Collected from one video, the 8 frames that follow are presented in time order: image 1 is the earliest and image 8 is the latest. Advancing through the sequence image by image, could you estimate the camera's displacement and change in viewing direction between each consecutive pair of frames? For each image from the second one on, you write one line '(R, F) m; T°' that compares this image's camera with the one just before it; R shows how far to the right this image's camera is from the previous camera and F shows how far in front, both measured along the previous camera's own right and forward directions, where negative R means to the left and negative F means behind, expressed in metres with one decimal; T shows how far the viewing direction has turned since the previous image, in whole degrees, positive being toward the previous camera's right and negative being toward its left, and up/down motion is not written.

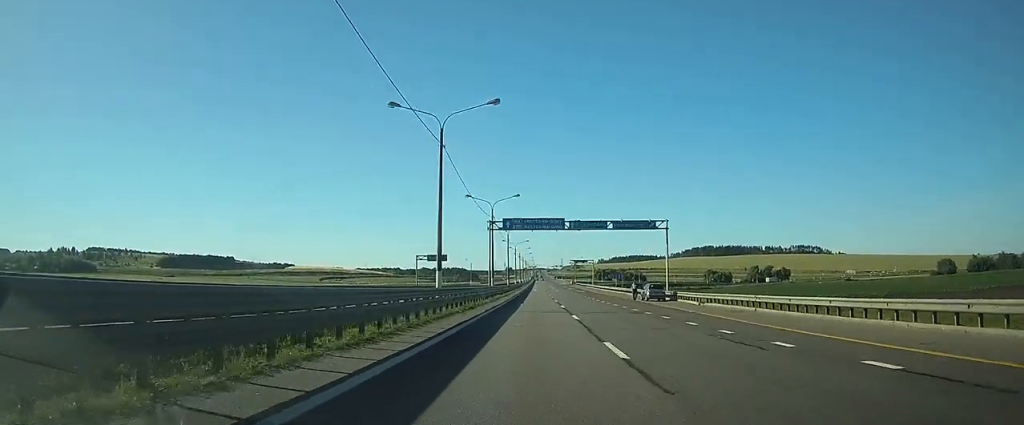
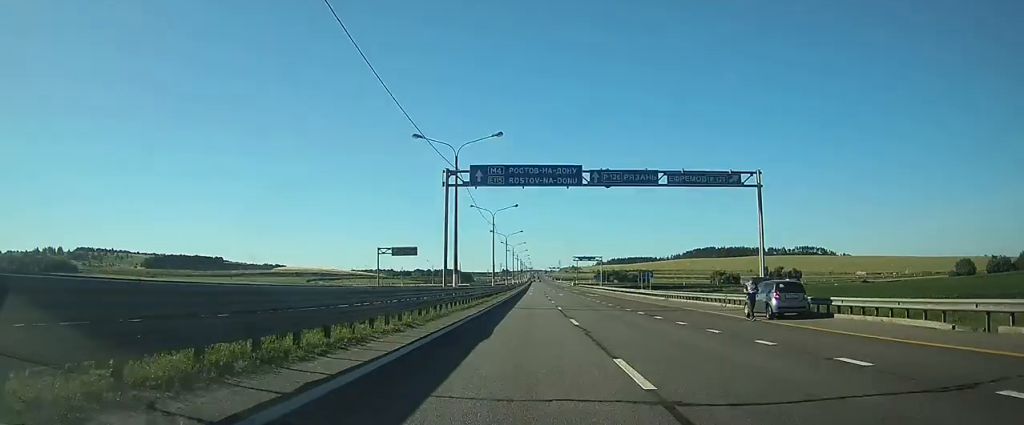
(0.0, +27.2) m; 0°
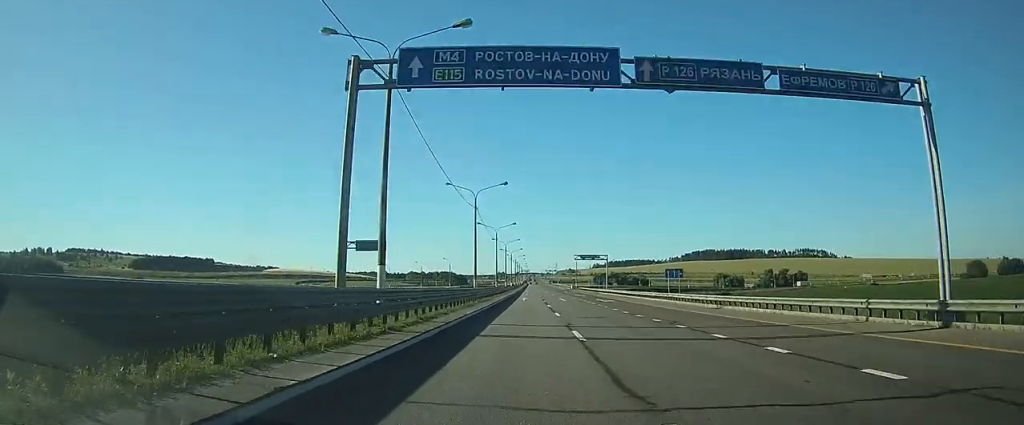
(0.0, +17.1) m; 0°
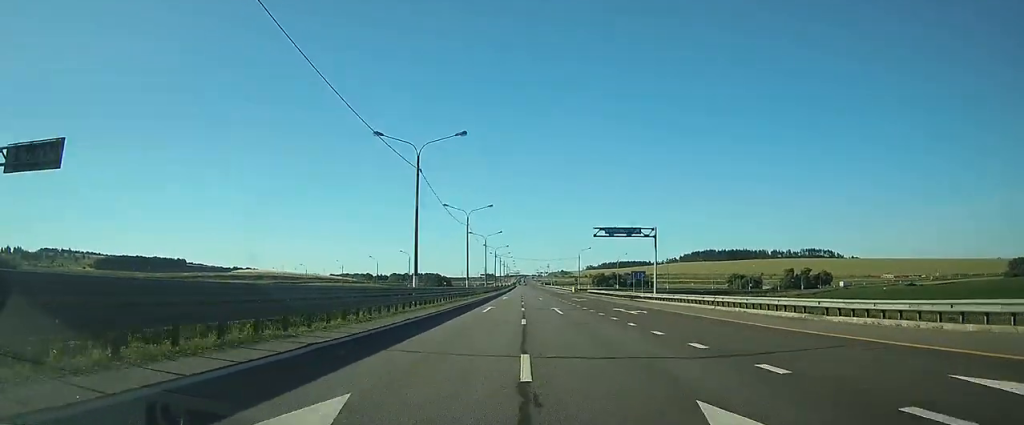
(+0.6, +54.3) m; +1°
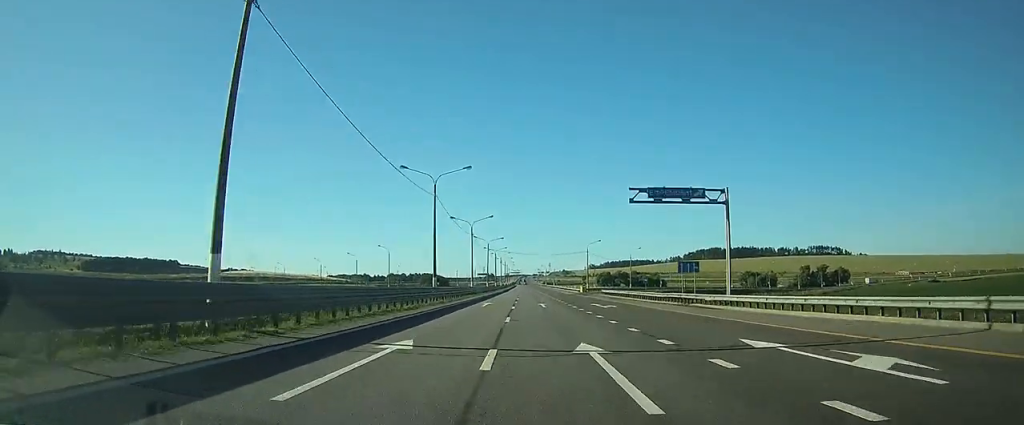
(+0.1, +23.1) m; 0°
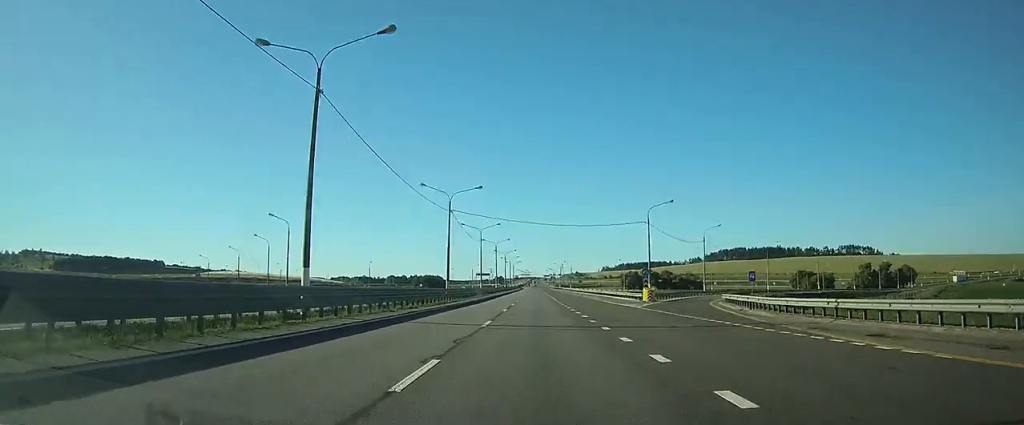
(-0.1, +62.2) m; 0°
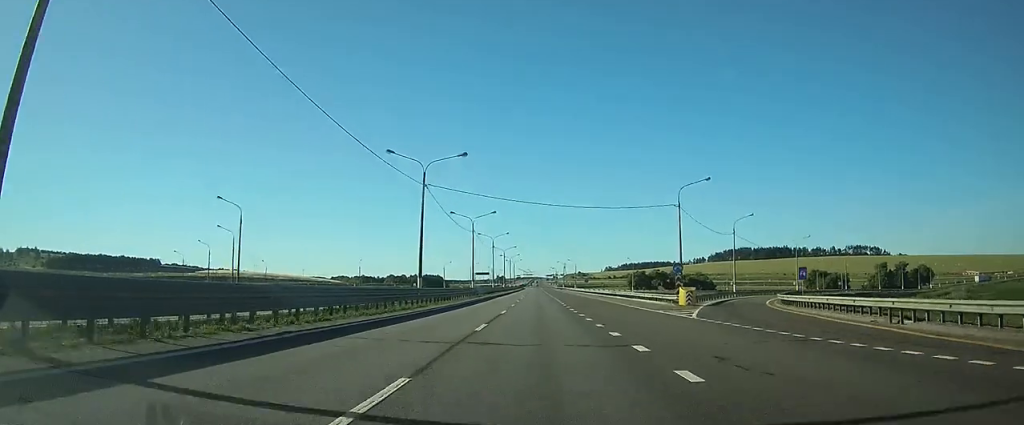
(0.0, +14.0) m; 0°
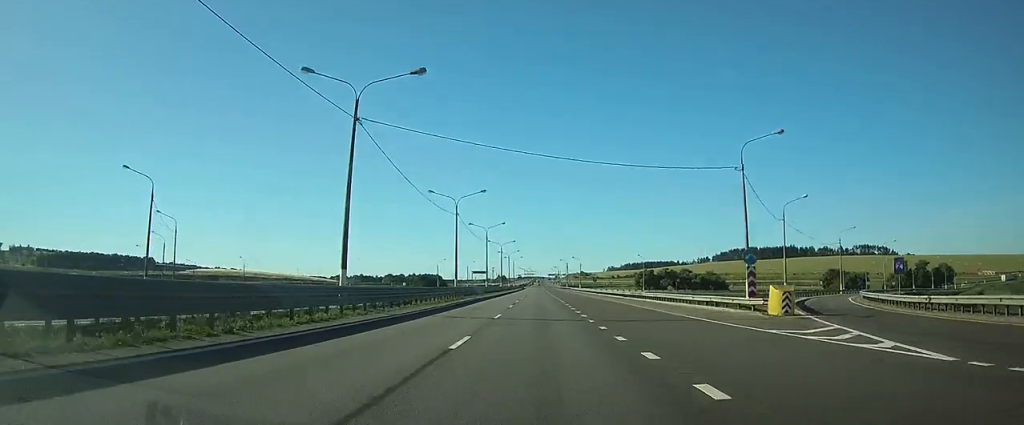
(-0.1, +17.0) m; 0°
